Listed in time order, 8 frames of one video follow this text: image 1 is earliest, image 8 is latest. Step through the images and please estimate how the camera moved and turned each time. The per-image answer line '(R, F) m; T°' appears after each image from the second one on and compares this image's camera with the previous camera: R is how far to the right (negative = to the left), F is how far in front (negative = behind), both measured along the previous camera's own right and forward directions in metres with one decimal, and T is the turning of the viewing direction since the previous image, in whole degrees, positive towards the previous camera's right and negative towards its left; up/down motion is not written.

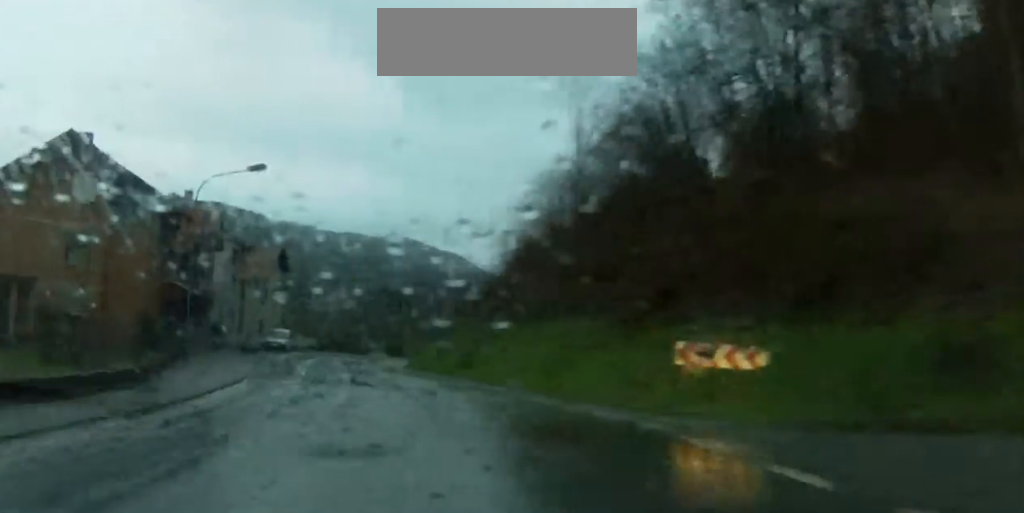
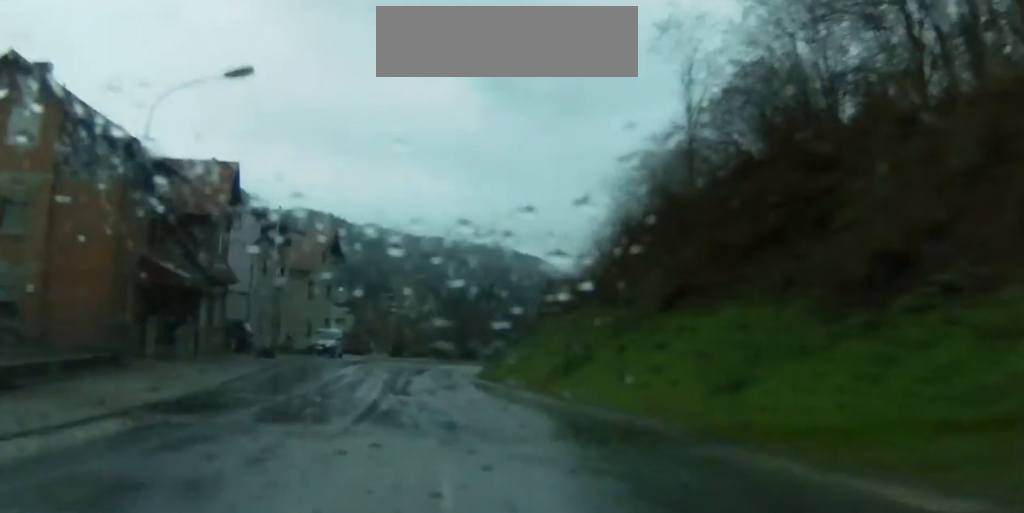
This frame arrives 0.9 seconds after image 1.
(-0.4, +11.2) m; -4°
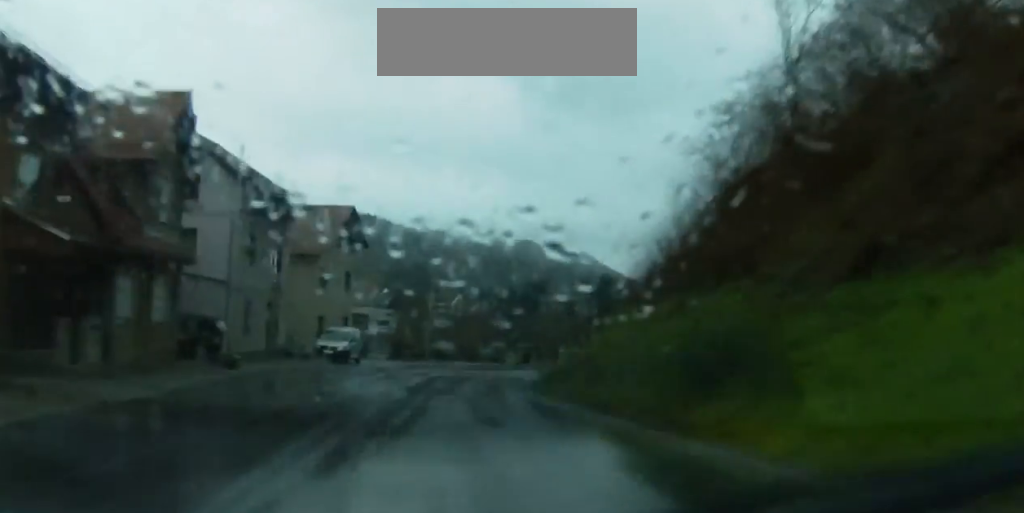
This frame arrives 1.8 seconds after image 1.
(-0.4, +11.5) m; -3°
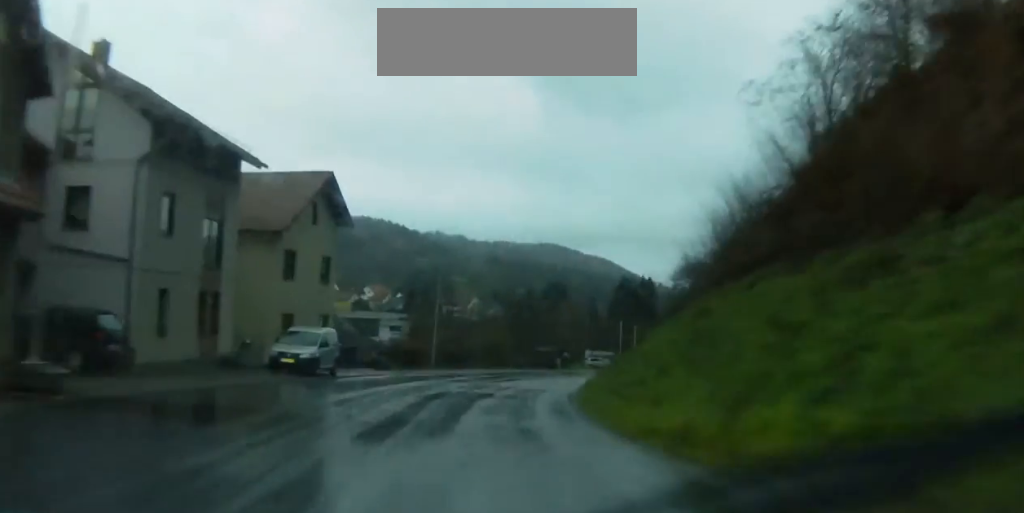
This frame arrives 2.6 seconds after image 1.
(-0.6, +11.8) m; -2°
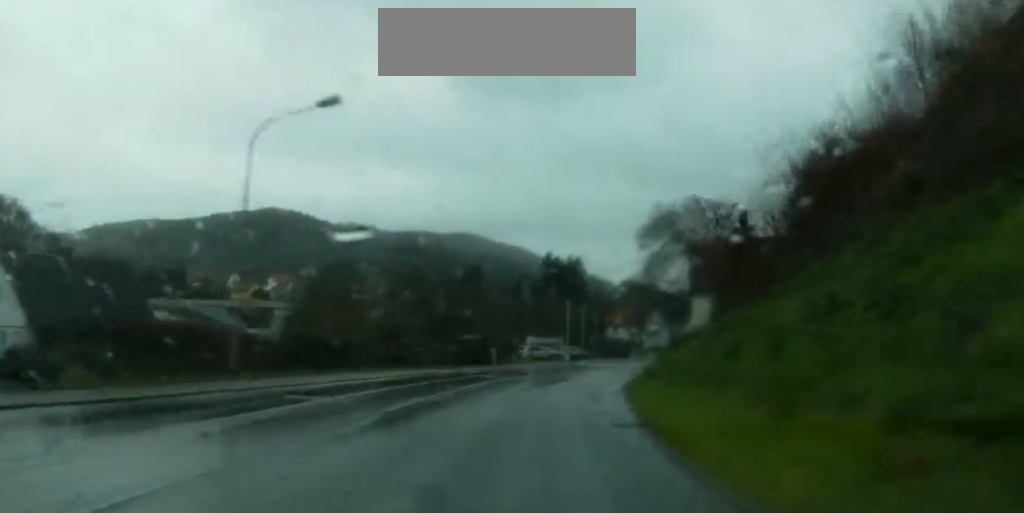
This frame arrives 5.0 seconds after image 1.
(-0.8, +32.3) m; +3°
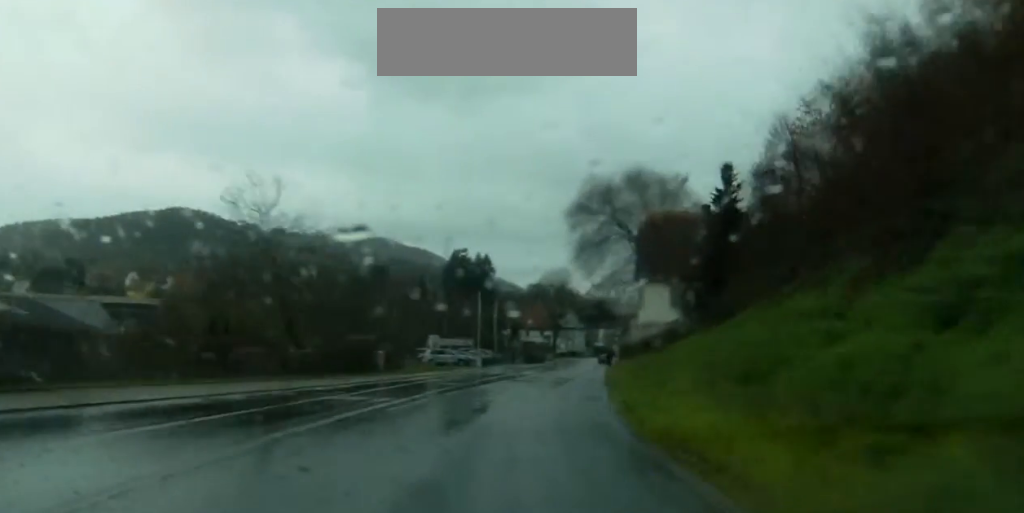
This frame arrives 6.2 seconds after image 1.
(+1.0, +17.1) m; +4°
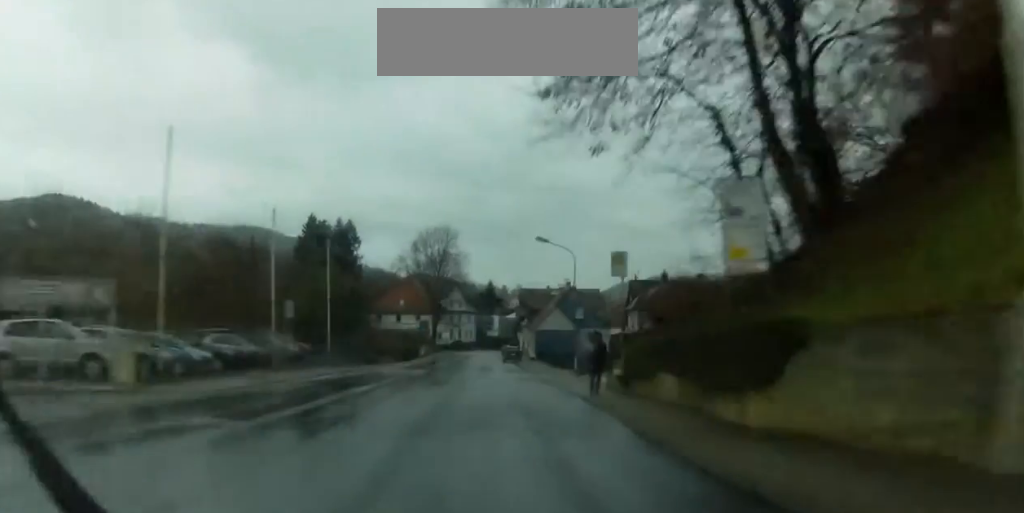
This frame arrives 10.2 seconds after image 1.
(+4.9, +57.2) m; +7°
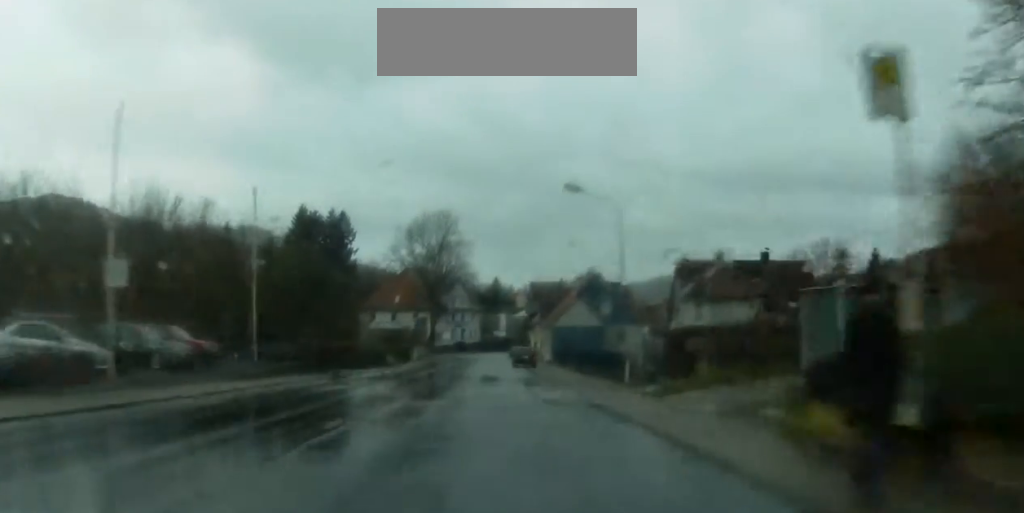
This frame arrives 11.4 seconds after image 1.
(+0.1, +18.1) m; +1°
